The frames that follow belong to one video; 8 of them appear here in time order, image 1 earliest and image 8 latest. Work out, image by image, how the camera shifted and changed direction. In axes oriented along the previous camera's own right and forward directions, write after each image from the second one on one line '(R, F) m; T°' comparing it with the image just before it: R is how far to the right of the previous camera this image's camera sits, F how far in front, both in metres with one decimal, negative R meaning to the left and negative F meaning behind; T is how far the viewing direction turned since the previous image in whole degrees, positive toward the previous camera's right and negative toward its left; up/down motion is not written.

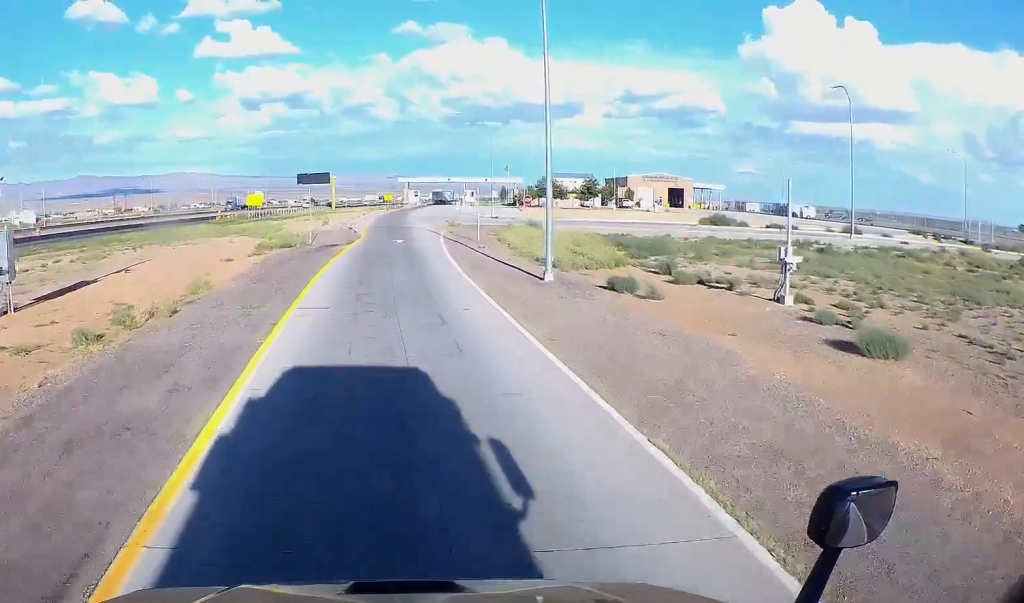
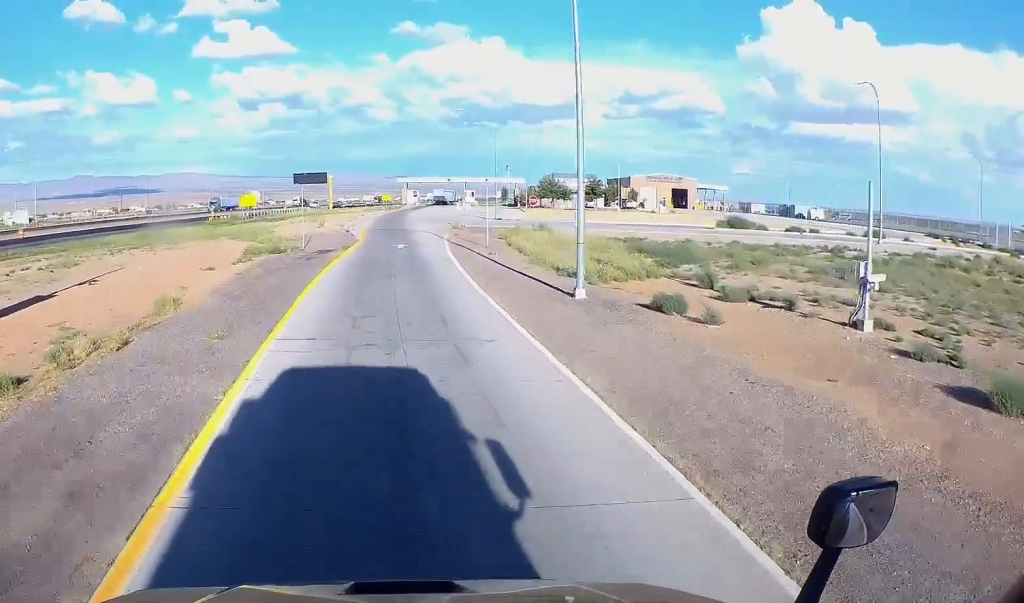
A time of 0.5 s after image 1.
(0.0, +3.7) m; 0°
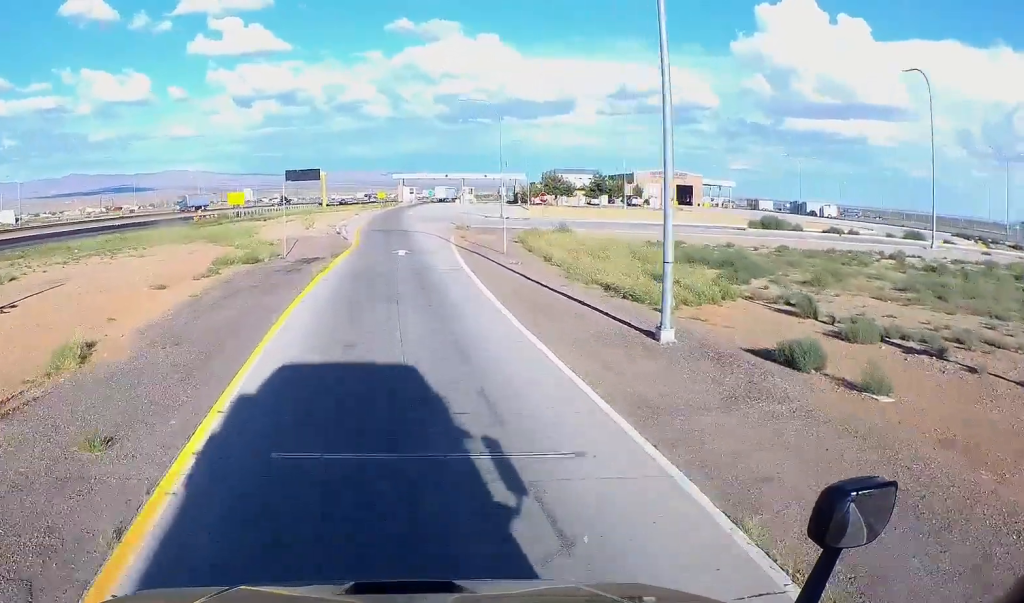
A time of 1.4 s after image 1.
(0.0, +6.3) m; 0°
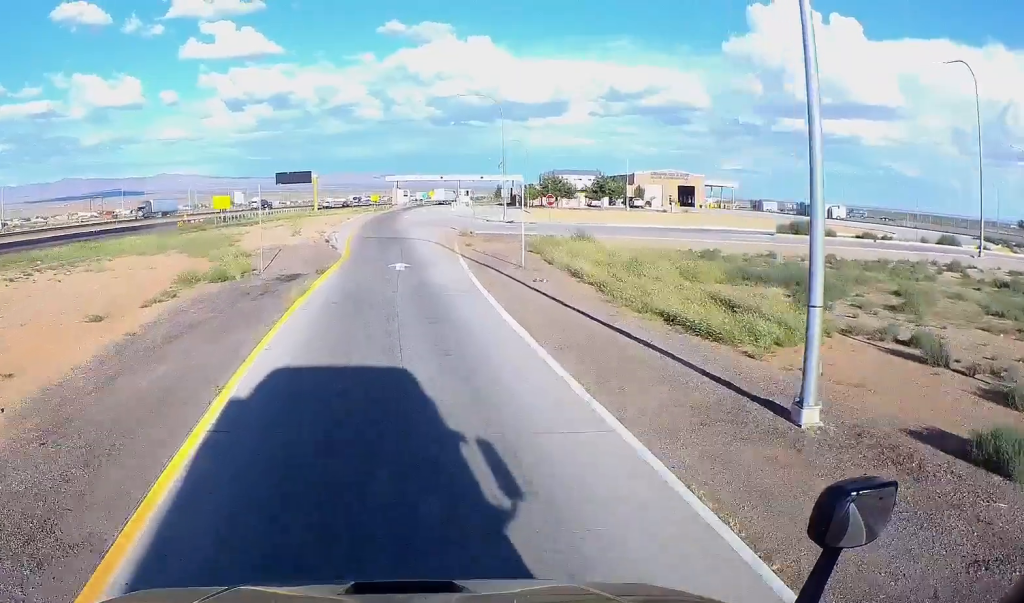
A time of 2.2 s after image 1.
(0.0, +5.1) m; 0°
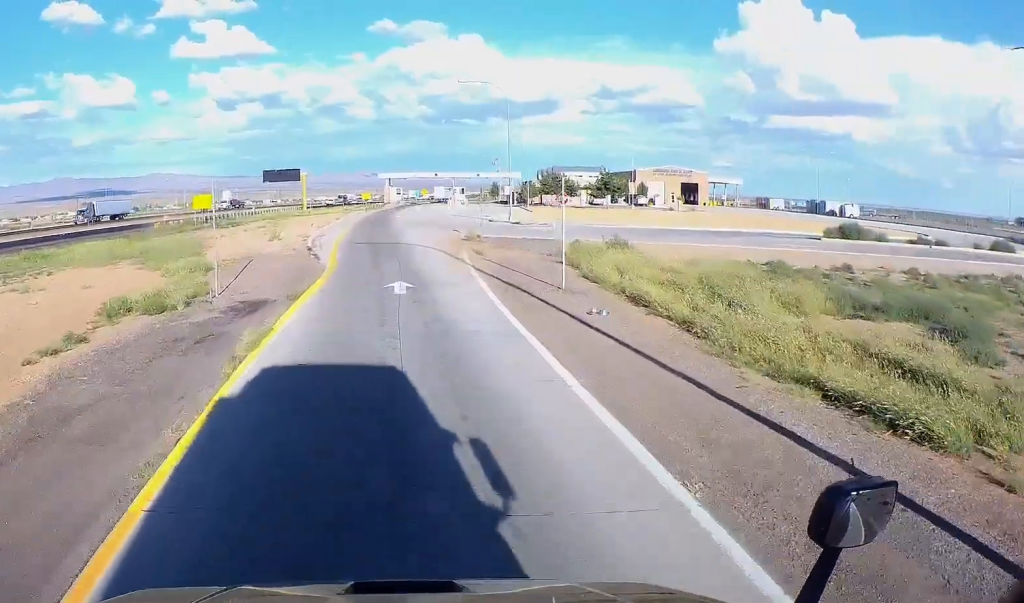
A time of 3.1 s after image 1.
(0.0, +6.8) m; 0°
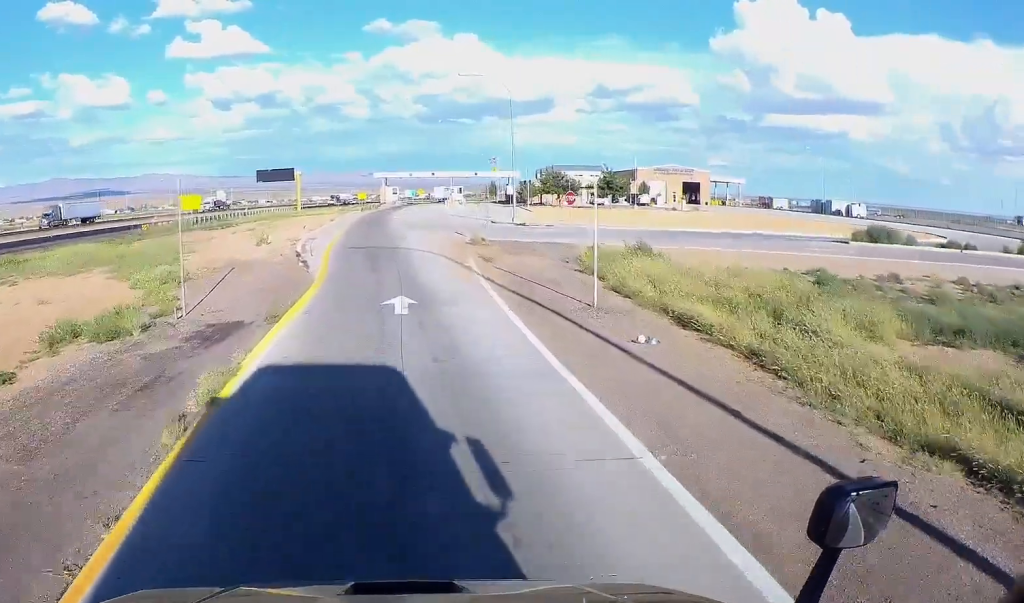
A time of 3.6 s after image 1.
(0.0, +3.4) m; 0°
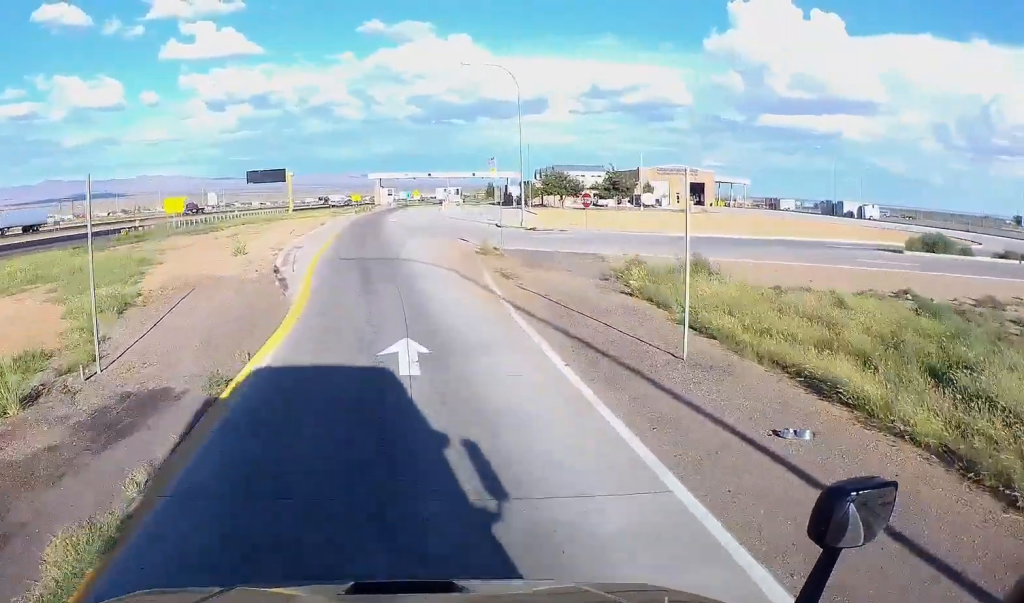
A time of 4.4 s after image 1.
(0.0, +5.6) m; 0°
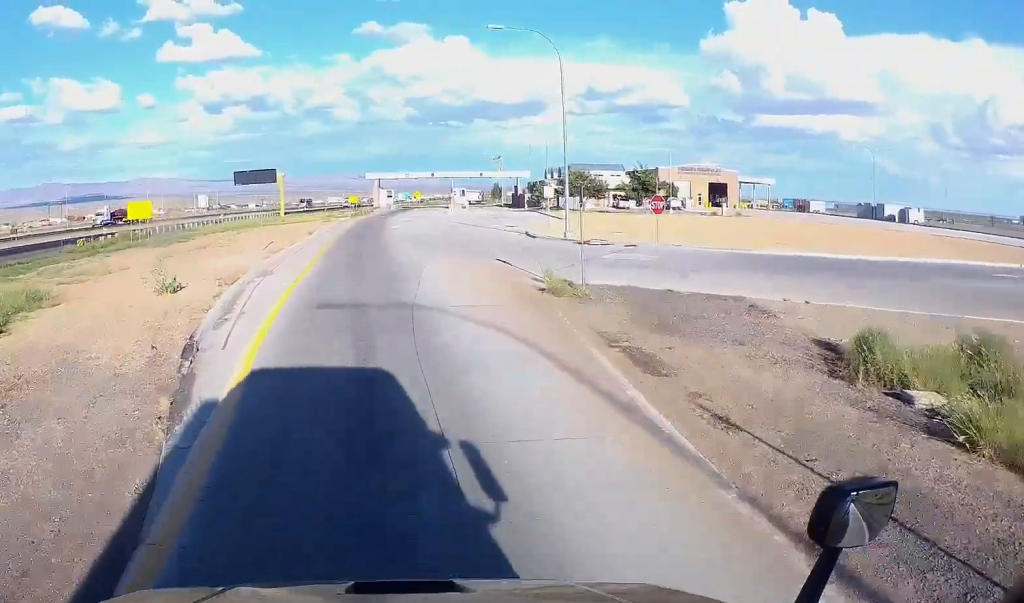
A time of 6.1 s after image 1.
(0.0, +12.7) m; 0°
